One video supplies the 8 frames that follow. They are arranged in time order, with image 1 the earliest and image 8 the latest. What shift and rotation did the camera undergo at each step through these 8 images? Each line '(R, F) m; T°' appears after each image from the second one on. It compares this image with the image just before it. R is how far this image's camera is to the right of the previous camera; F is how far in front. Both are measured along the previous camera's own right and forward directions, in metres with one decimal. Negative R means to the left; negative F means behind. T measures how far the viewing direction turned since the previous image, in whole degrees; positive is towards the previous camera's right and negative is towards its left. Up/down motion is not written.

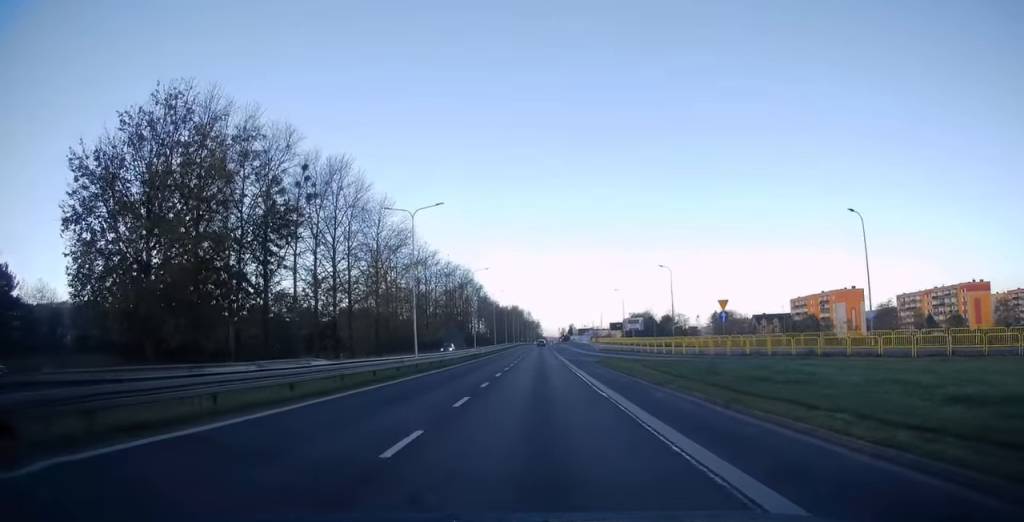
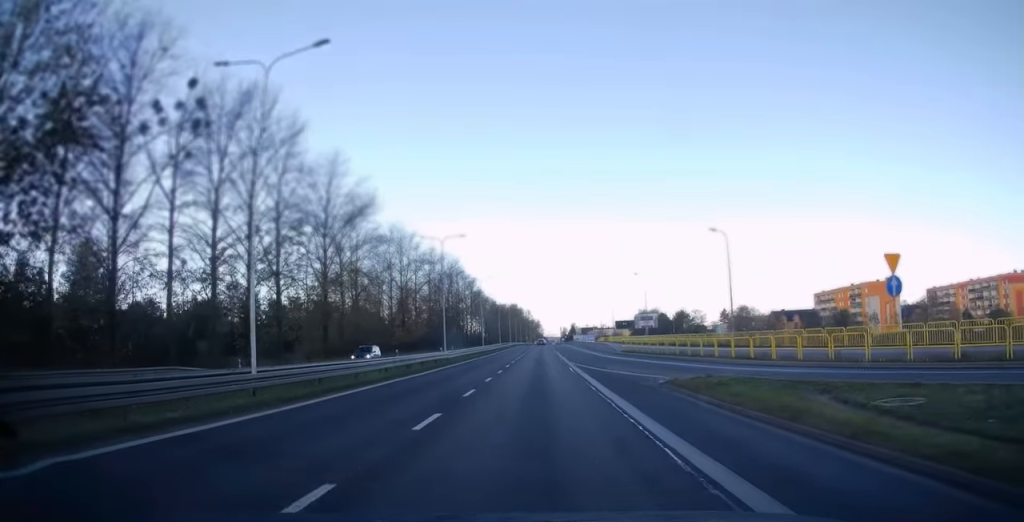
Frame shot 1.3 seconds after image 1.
(+0.2, +22.1) m; +1°
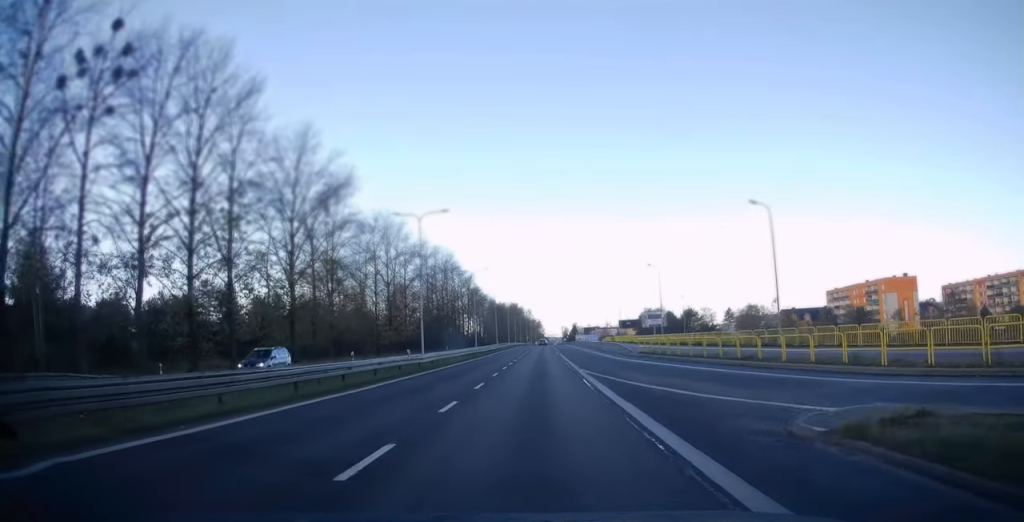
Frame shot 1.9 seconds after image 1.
(0.0, +9.6) m; 0°
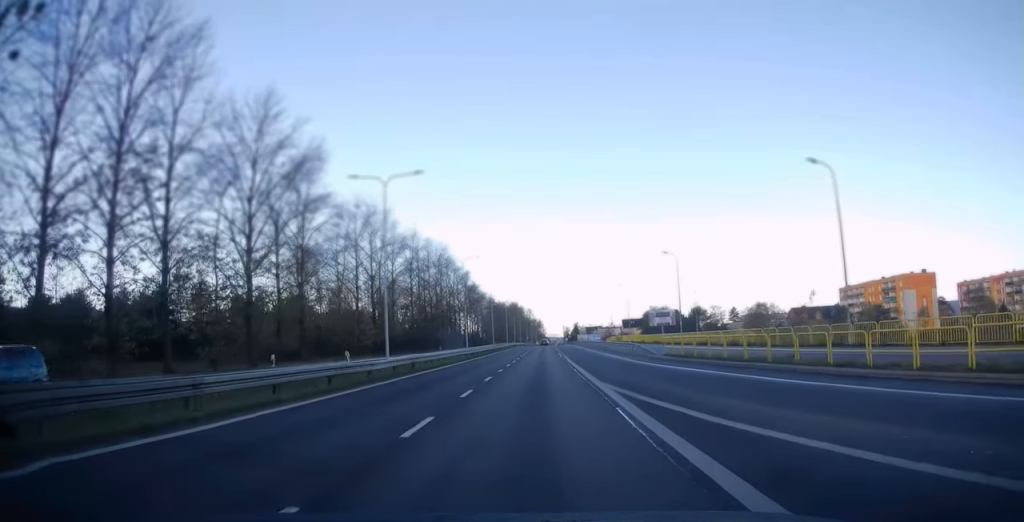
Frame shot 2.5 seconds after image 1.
(0.0, +9.4) m; 0°
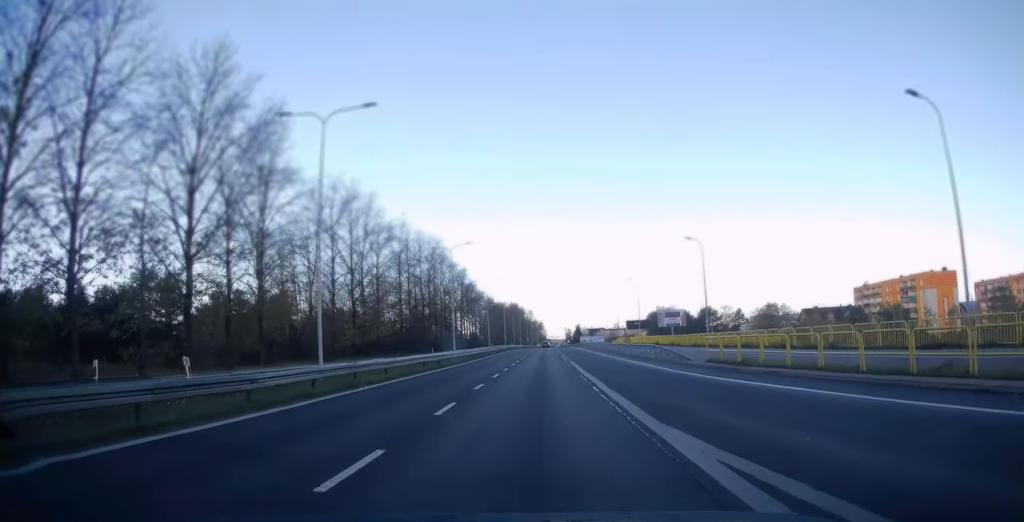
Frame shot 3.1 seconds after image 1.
(0.0, +9.6) m; 0°
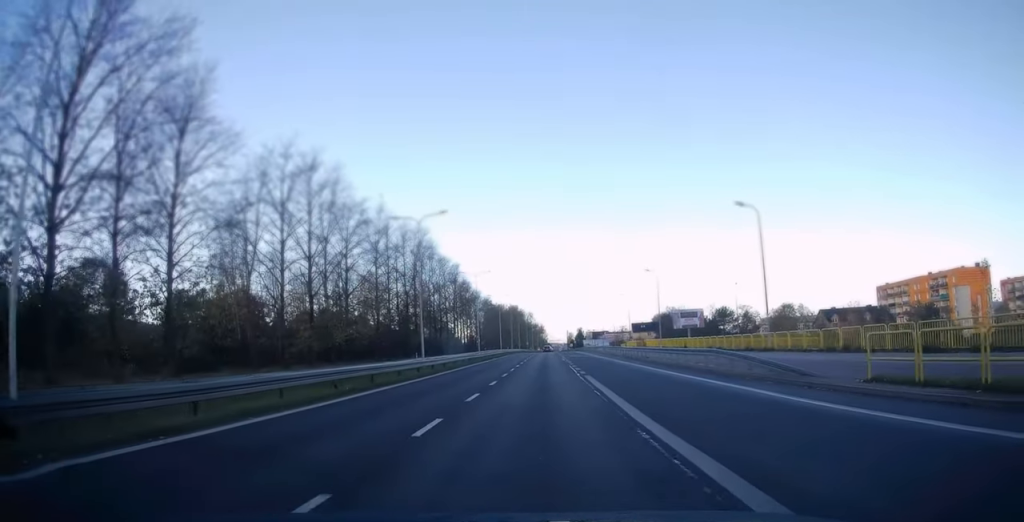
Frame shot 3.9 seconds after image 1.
(0.0, +14.3) m; 0°
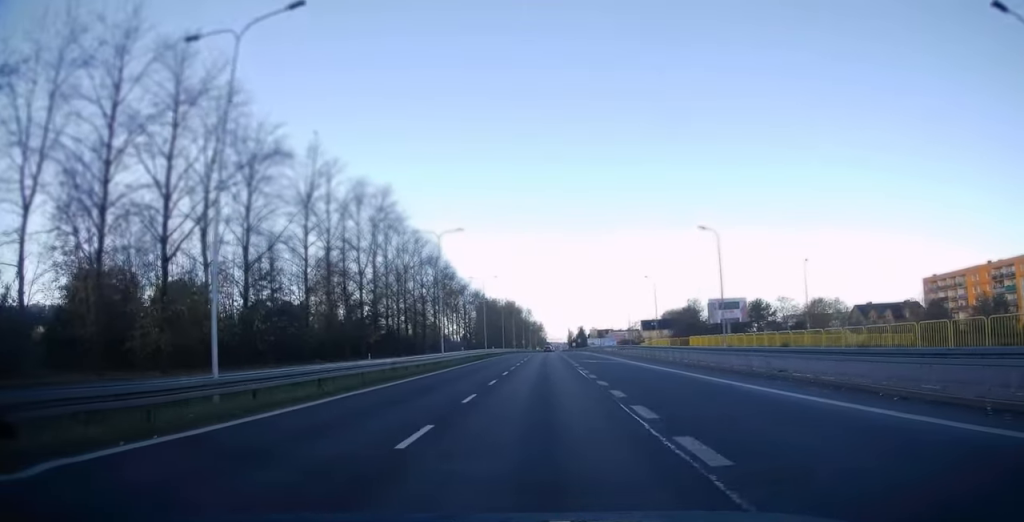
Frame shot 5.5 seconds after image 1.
(0.0, +25.9) m; 0°
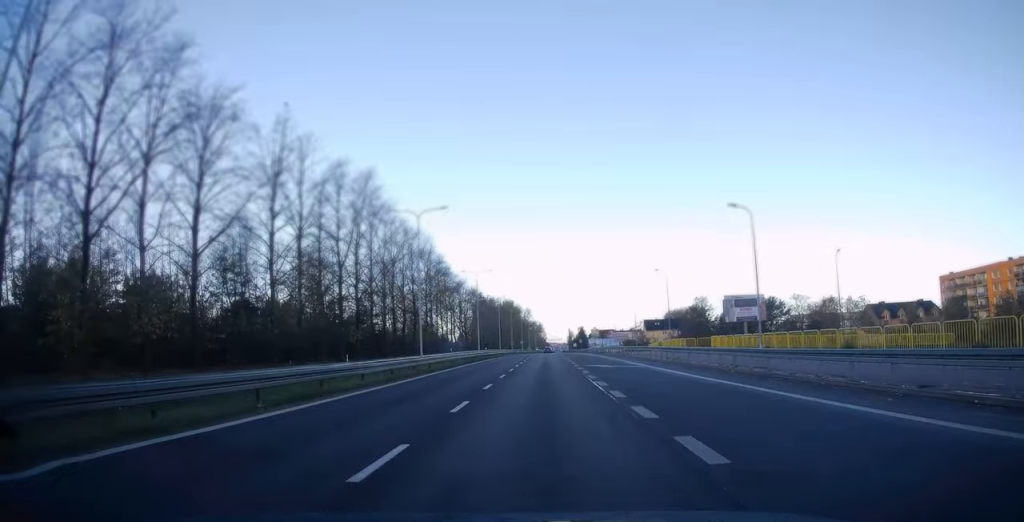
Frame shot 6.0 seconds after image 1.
(0.0, +7.9) m; 0°
